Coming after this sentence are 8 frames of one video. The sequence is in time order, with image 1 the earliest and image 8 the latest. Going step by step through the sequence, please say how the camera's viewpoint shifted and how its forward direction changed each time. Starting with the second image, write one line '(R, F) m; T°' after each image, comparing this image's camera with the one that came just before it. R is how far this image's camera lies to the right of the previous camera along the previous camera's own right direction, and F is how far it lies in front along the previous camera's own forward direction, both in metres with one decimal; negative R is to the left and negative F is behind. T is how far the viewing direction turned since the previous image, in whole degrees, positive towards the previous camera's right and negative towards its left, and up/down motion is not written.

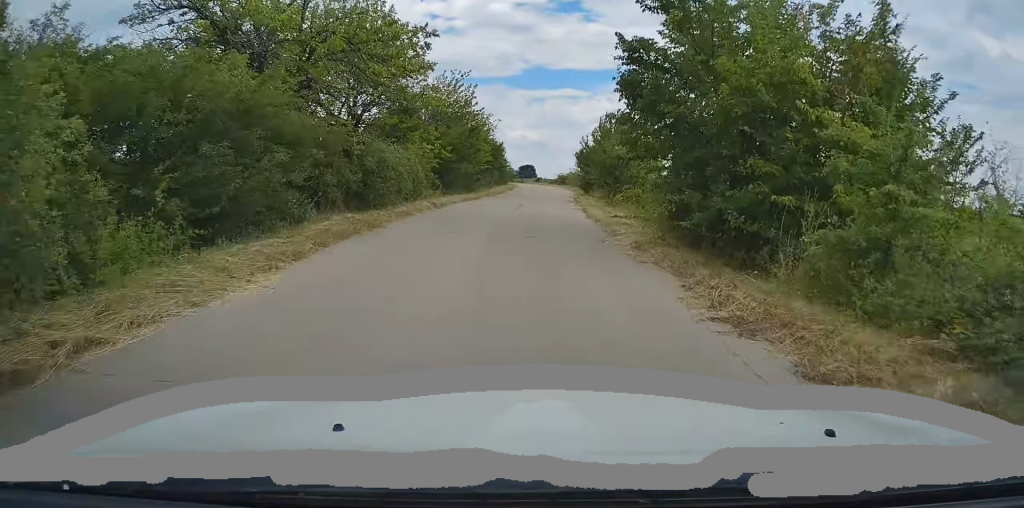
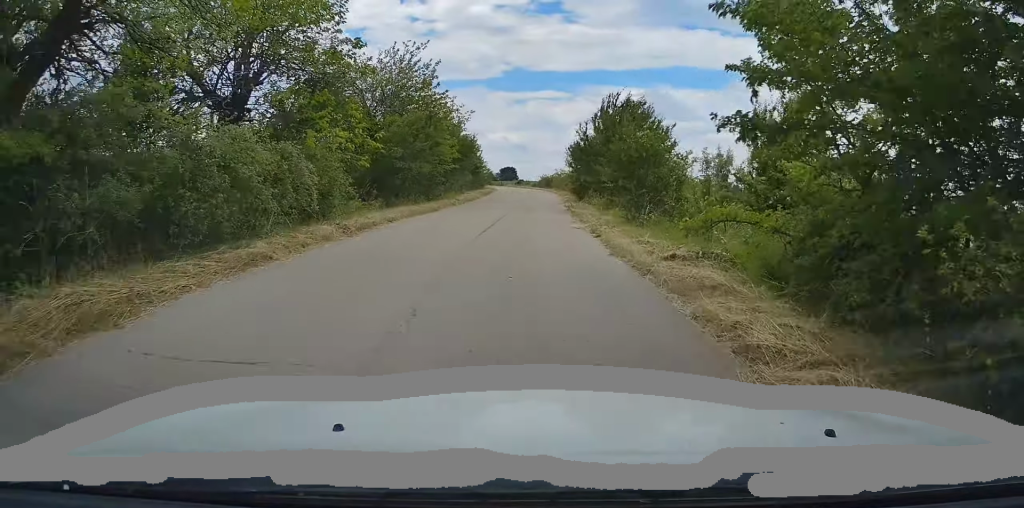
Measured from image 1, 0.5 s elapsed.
(0.0, +9.0) m; +1°
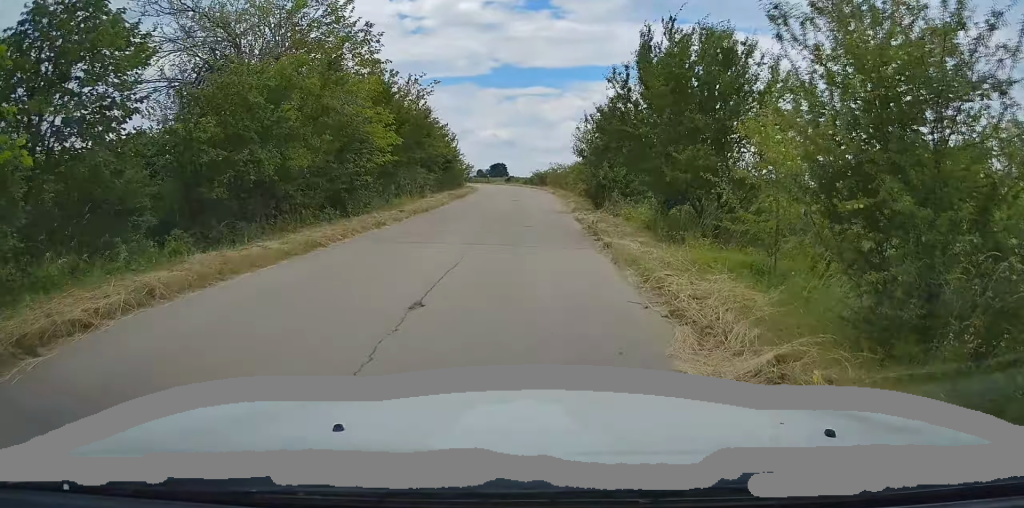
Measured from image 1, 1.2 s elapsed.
(+0.1, +12.7) m; +1°
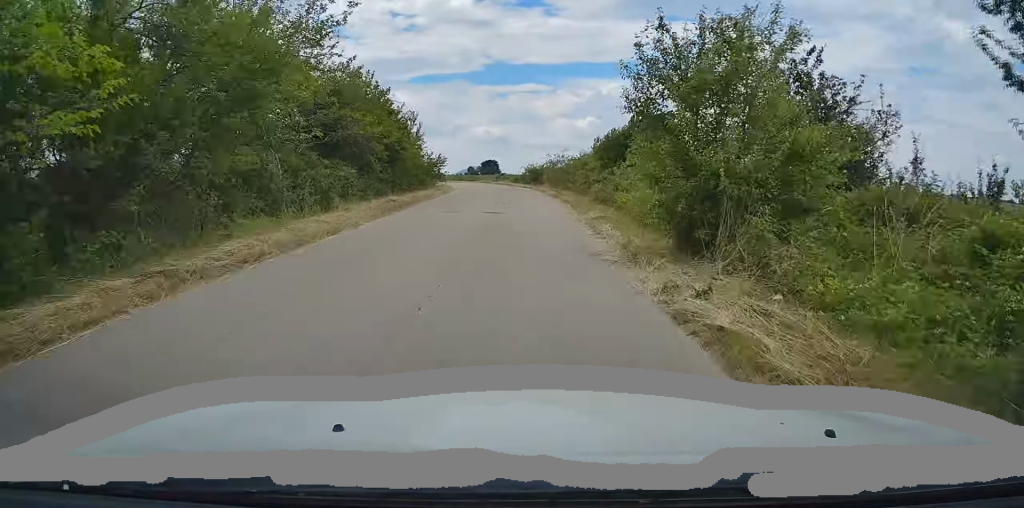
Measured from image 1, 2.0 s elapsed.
(+0.2, +14.0) m; +1°
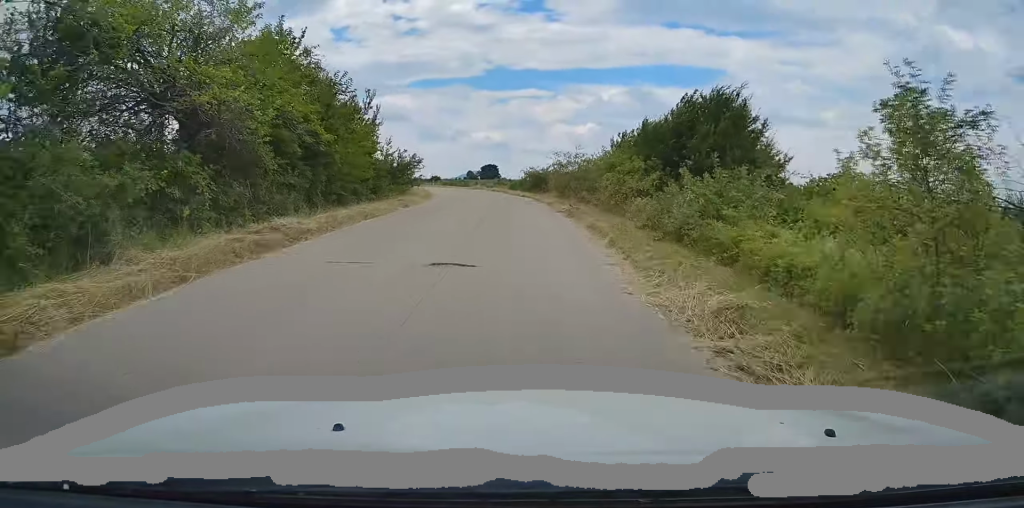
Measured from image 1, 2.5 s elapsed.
(+0.1, +10.3) m; 0°
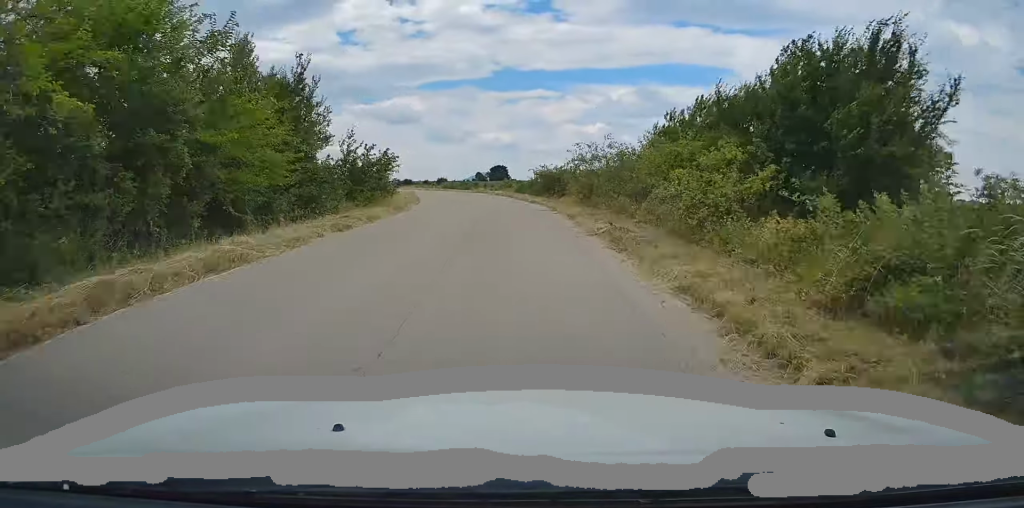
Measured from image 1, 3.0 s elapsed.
(0.0, +8.4) m; -2°
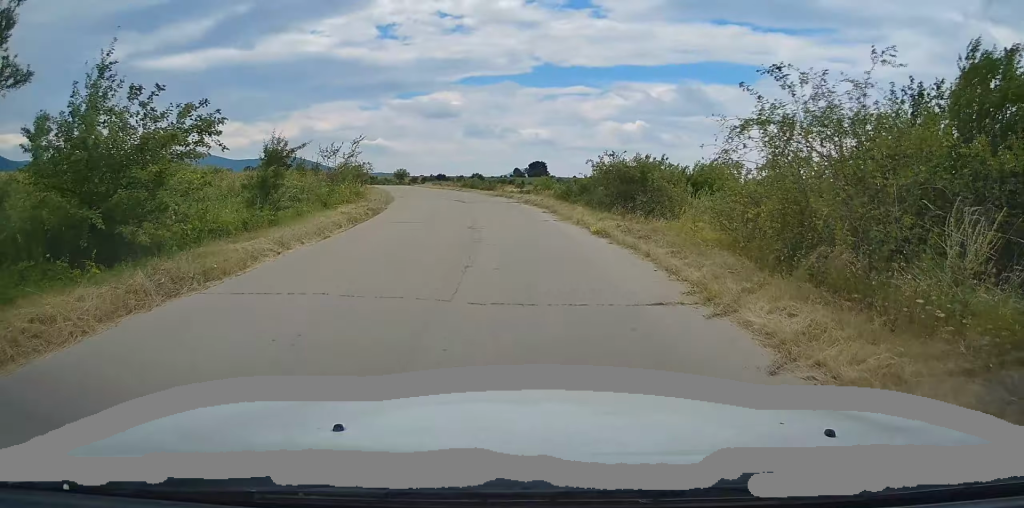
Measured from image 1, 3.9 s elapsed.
(-0.5, +16.5) m; -4°
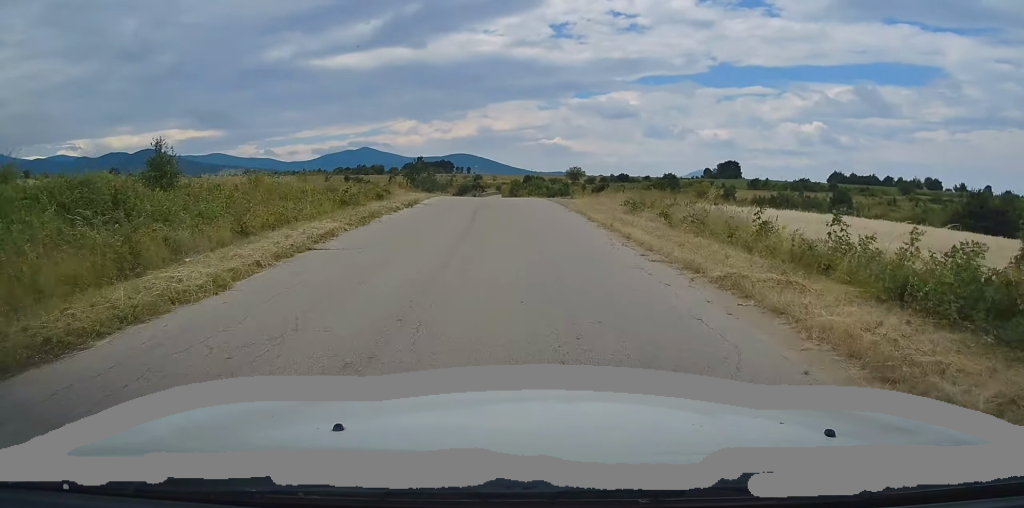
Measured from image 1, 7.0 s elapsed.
(-6.6, +51.4) m; -14°
